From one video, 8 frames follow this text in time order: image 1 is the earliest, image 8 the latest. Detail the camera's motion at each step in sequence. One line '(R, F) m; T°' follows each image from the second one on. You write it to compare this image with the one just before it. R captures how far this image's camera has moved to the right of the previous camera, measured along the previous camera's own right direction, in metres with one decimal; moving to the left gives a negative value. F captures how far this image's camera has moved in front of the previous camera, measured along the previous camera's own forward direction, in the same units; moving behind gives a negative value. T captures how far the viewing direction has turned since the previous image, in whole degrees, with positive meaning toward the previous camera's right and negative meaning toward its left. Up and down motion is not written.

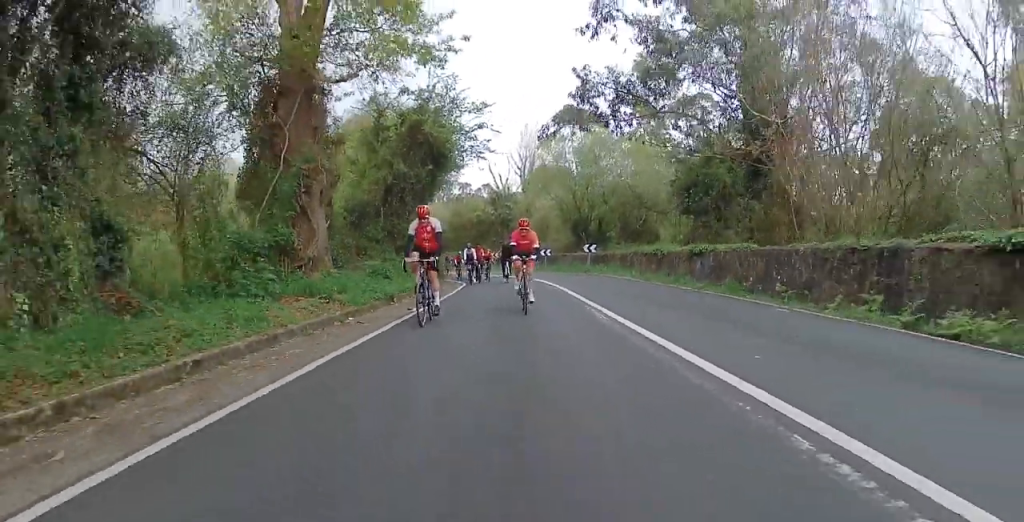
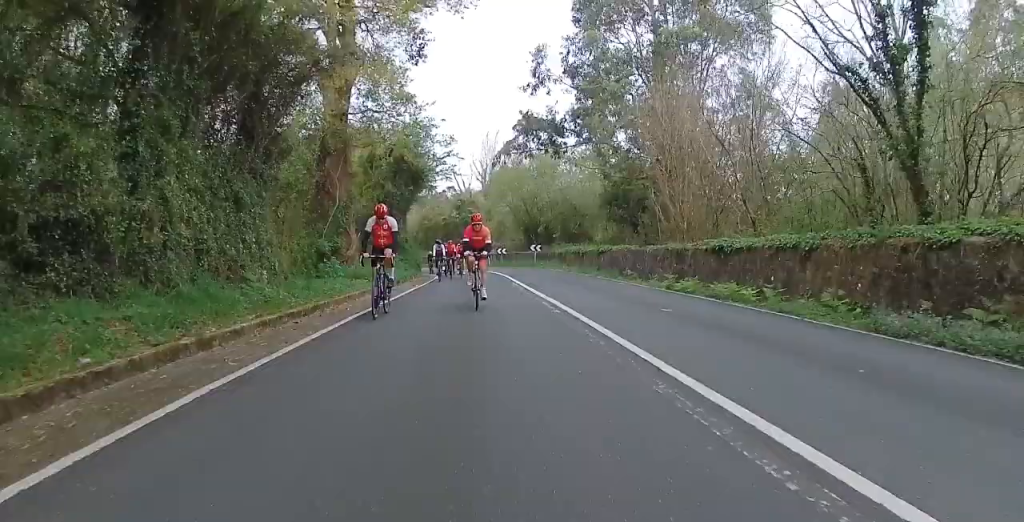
(-0.1, +8.4) m; 0°
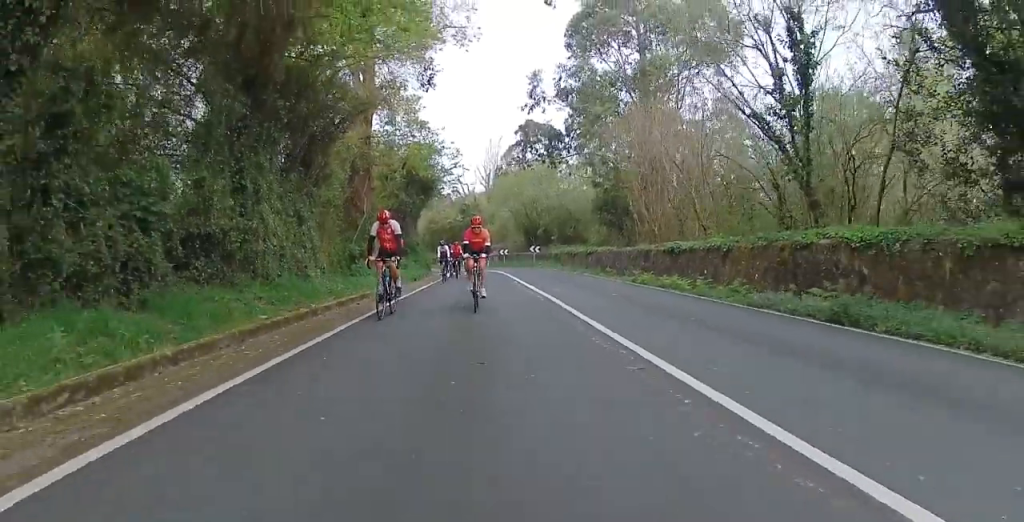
(0.0, +4.1) m; +5°
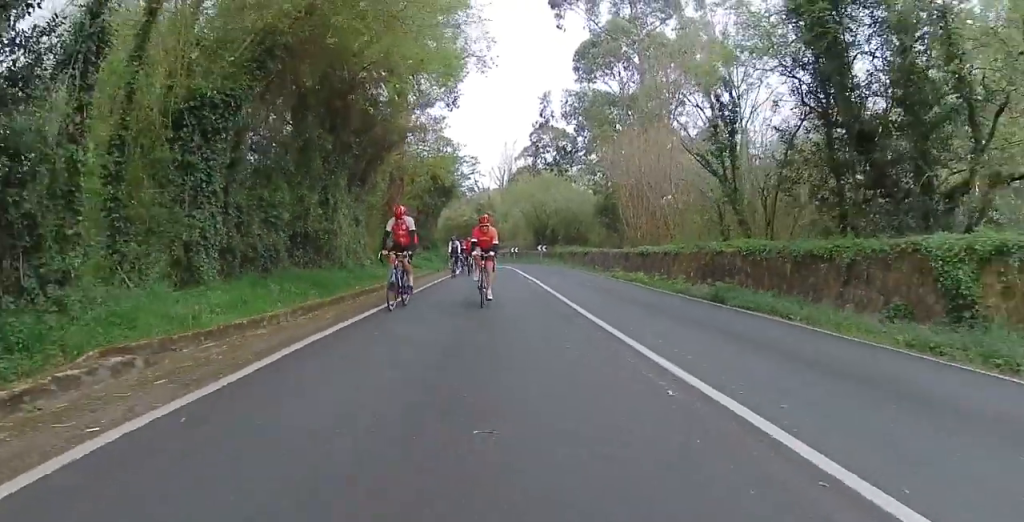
(+0.4, +4.9) m; +4°
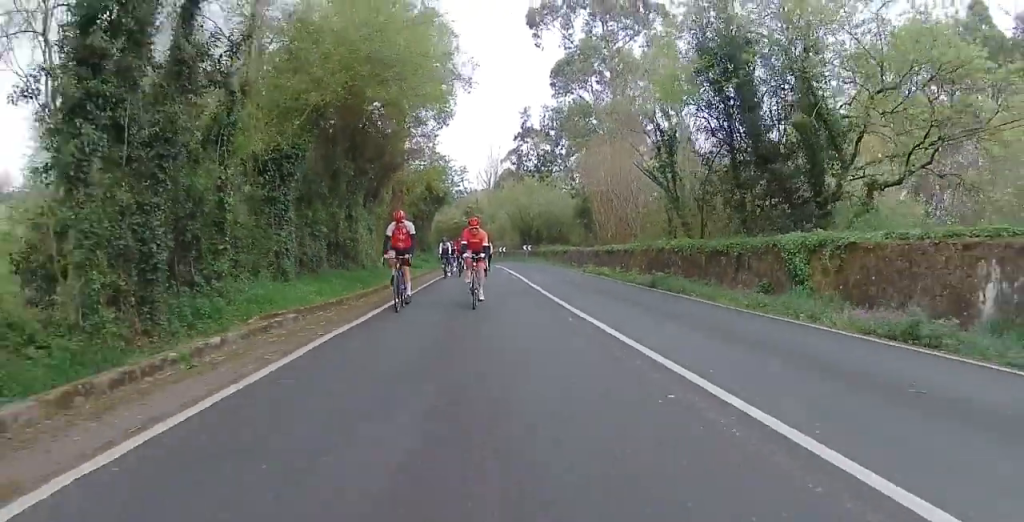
(0.0, +4.5) m; -3°
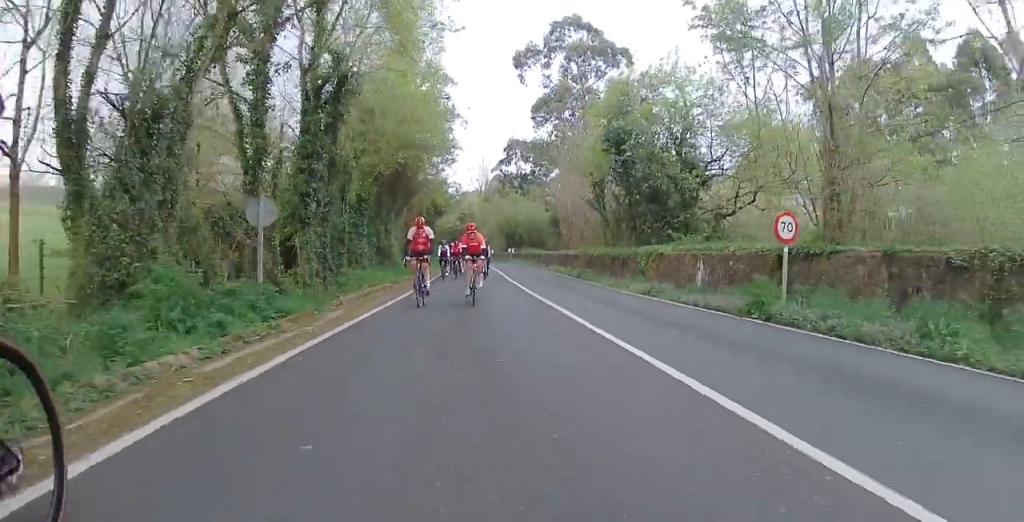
(-0.8, +10.5) m; -4°
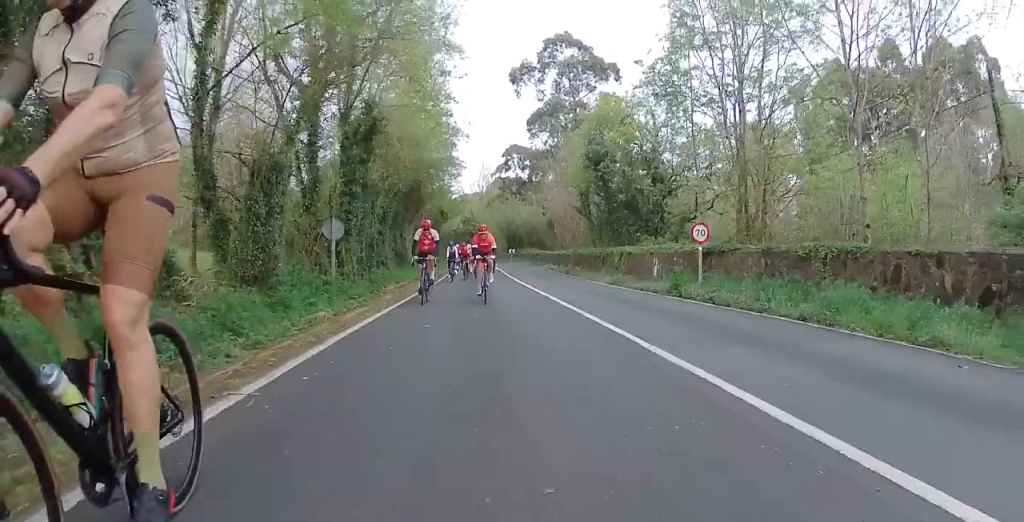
(+0.1, +4.9) m; -1°
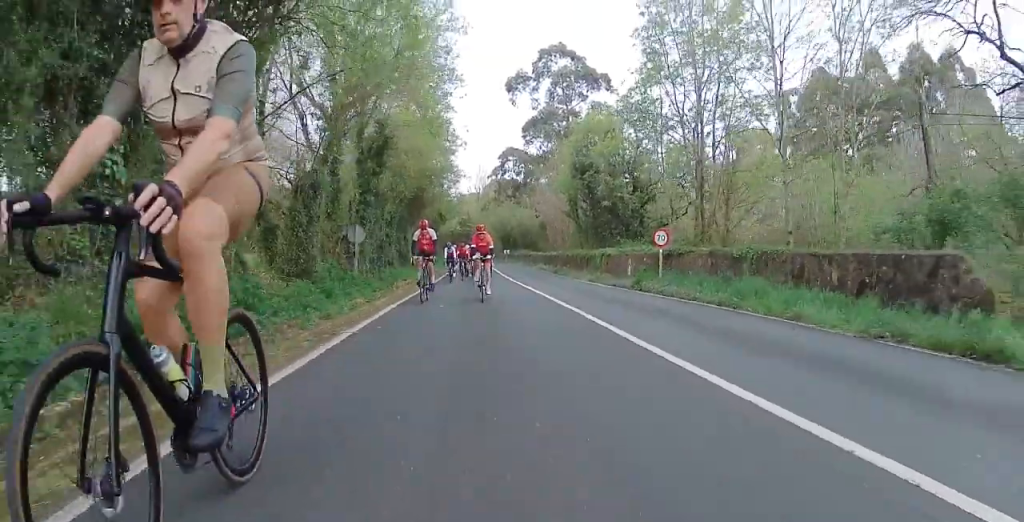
(-0.2, +3.4) m; -1°
